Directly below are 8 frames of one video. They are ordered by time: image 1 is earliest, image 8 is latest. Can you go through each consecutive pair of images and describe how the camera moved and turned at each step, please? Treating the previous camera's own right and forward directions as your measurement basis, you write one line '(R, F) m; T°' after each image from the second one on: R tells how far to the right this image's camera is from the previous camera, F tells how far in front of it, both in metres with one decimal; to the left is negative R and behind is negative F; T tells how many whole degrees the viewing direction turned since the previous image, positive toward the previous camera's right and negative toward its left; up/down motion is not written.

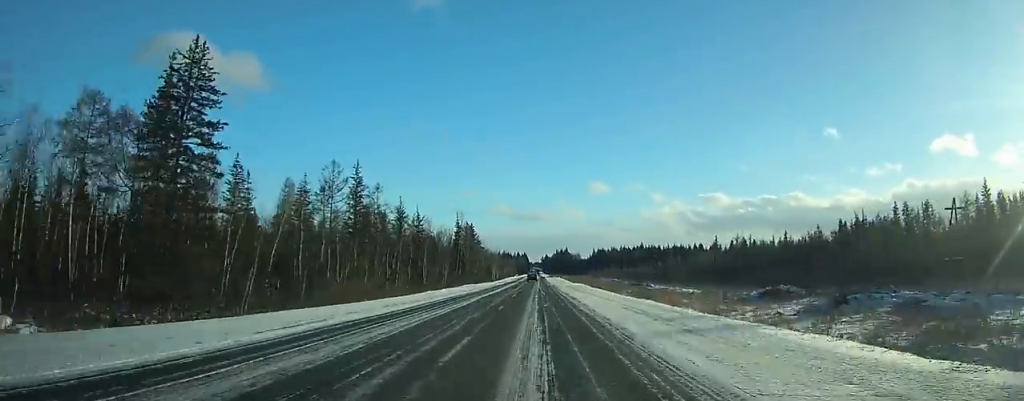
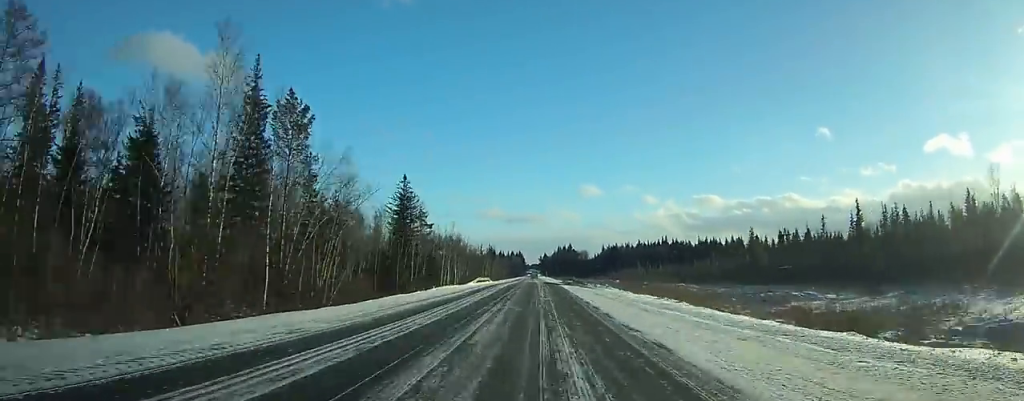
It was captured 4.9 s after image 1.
(-0.4, +106.7) m; 0°
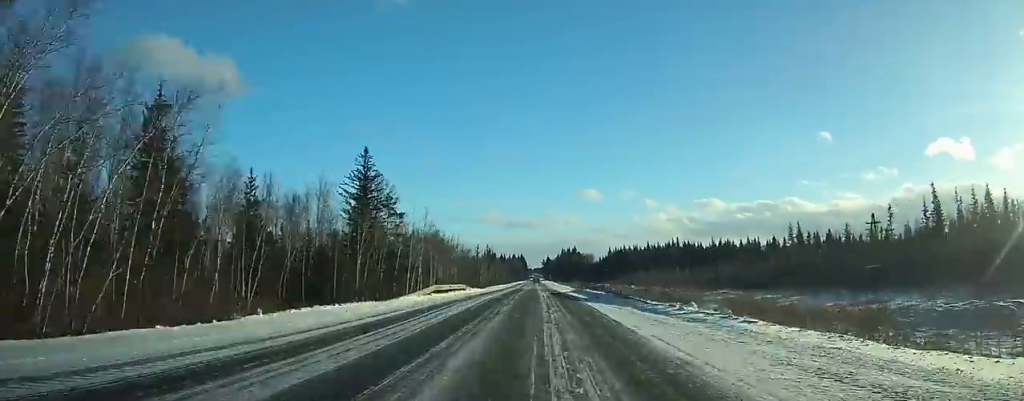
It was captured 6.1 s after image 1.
(+0.2, +26.4) m; 0°
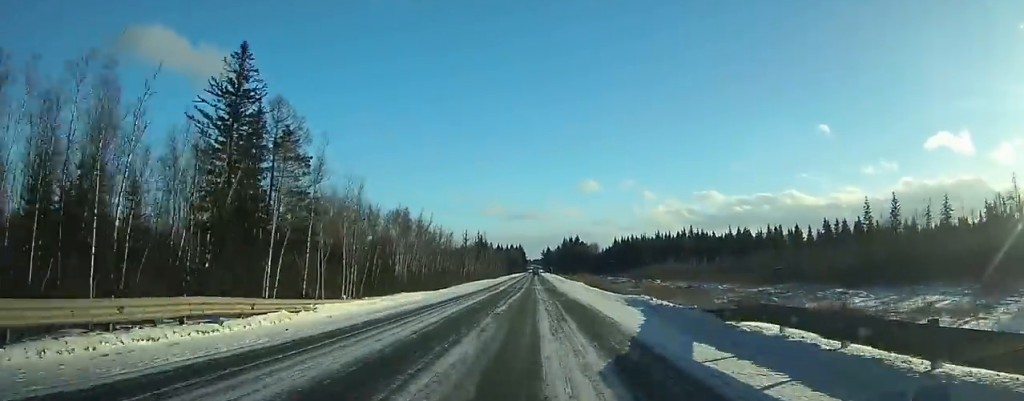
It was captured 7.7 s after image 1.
(-0.1, +36.5) m; 0°
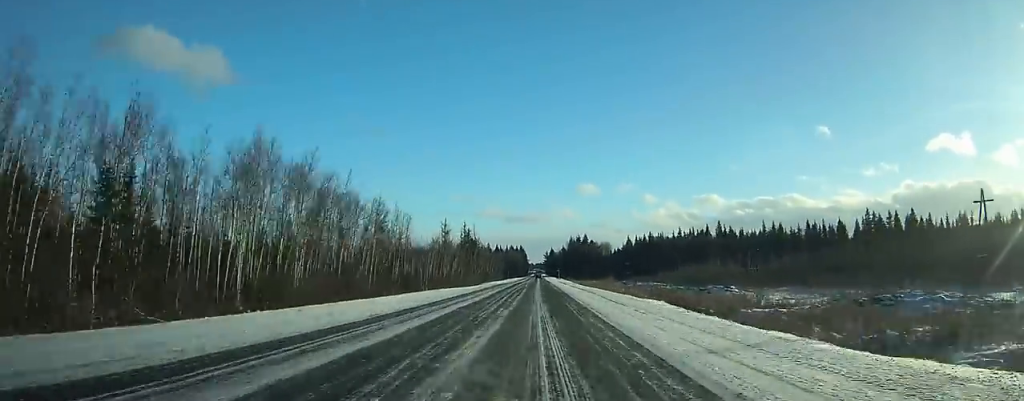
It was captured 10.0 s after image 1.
(-0.3, +49.6) m; 0°
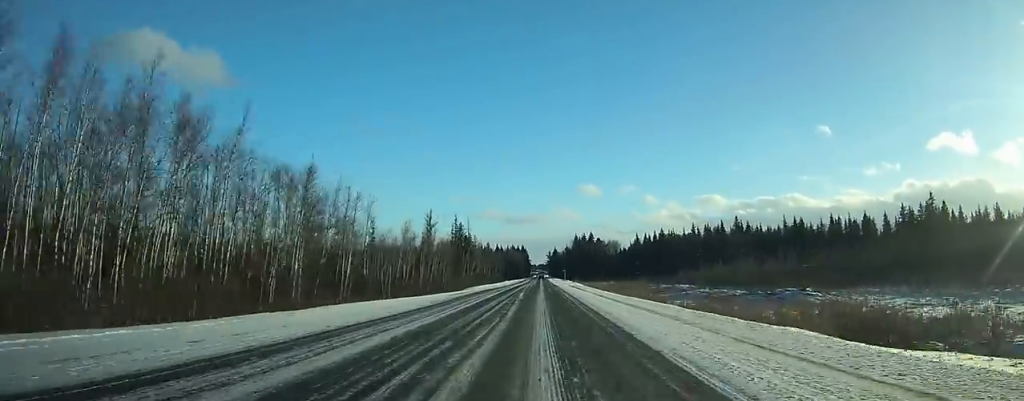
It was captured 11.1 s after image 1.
(0.0, +23.3) m; +3°
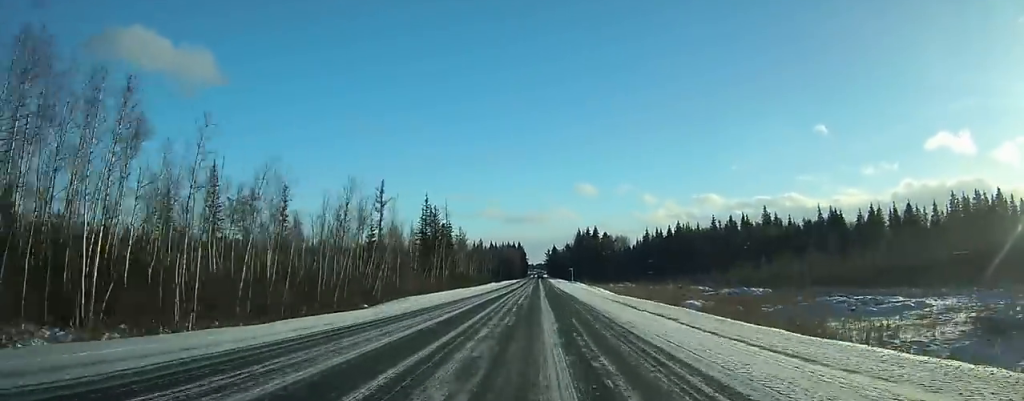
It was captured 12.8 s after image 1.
(+1.2, +37.8) m; +1°
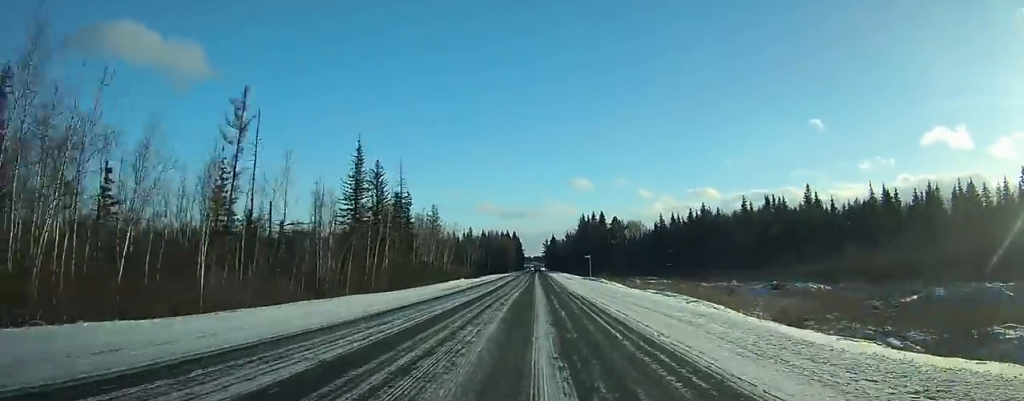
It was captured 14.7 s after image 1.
(+0.3, +42.1) m; -4°
